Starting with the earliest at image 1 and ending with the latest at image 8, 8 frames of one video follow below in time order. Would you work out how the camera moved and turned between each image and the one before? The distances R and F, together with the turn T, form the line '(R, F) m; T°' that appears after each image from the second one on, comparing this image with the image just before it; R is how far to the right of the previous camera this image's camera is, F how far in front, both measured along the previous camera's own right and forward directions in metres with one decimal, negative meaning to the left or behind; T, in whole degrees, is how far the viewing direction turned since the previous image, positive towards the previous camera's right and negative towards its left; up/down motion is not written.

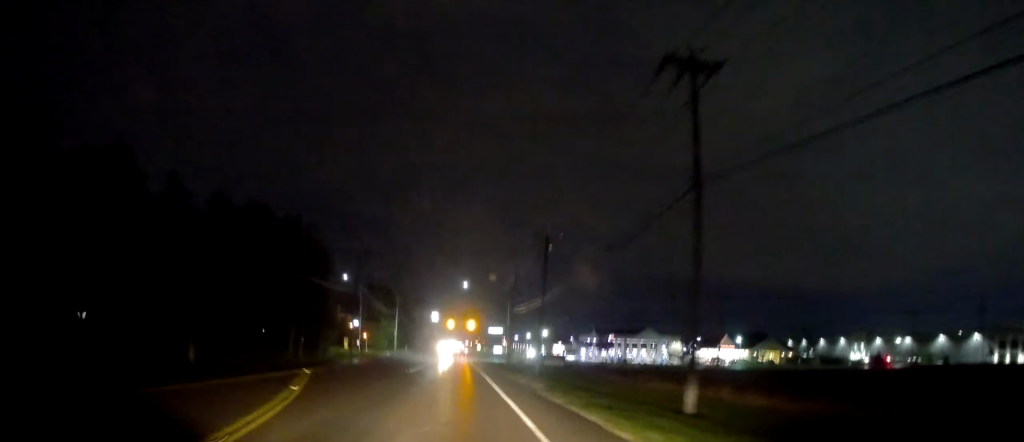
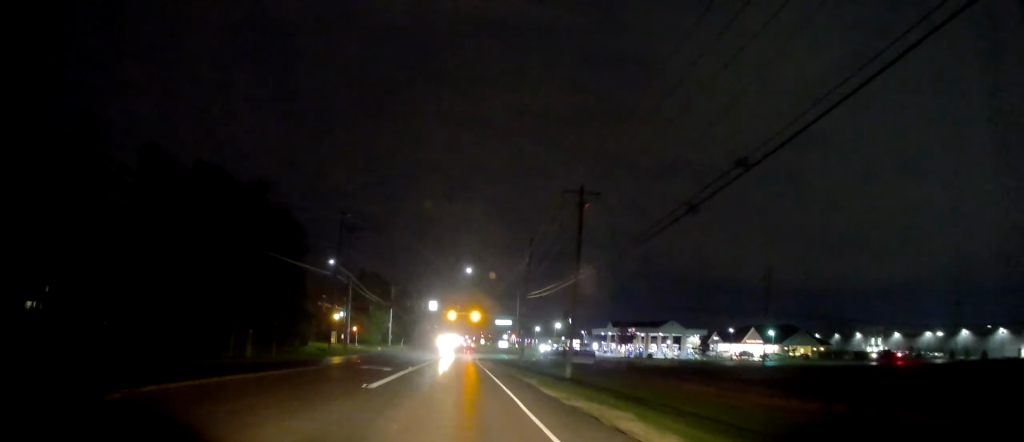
(0.0, +13.9) m; 0°
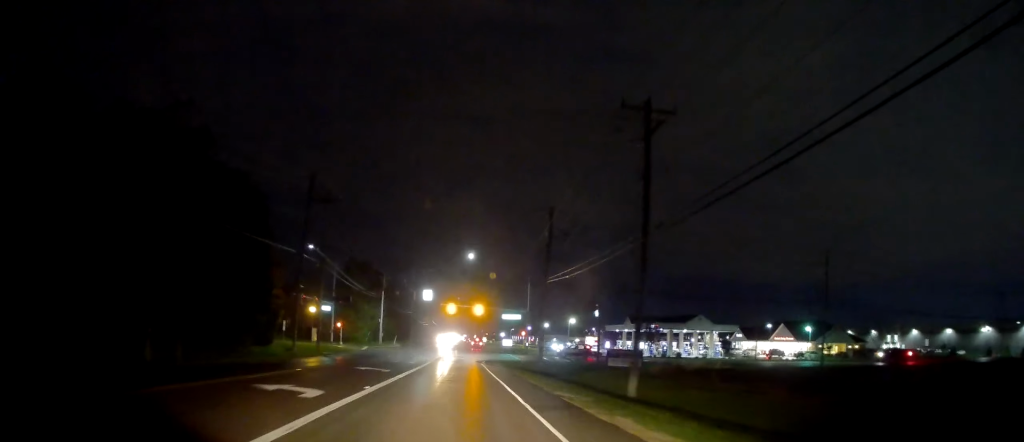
(0.0, +14.5) m; 0°
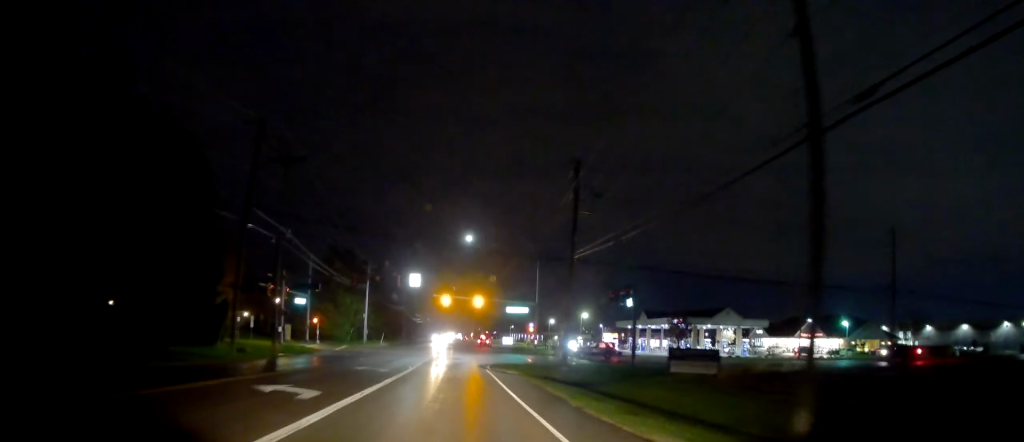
(-0.1, +13.9) m; +1°
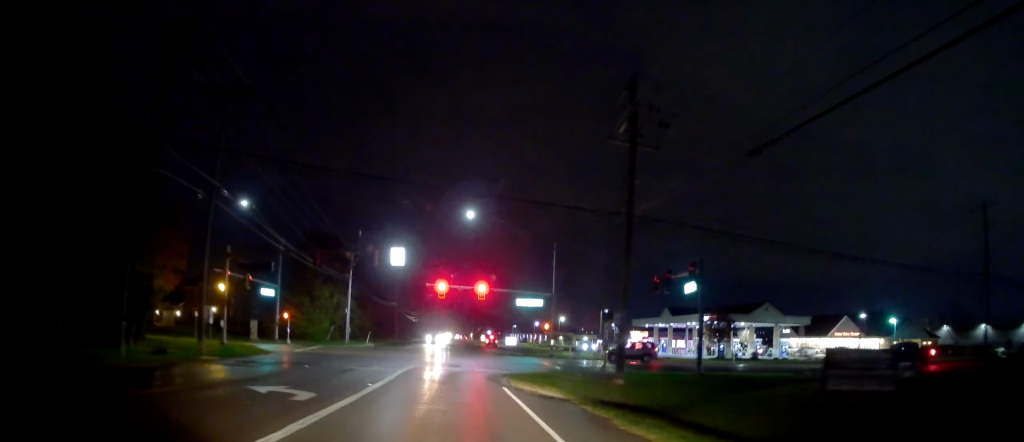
(+0.3, +14.7) m; +1°
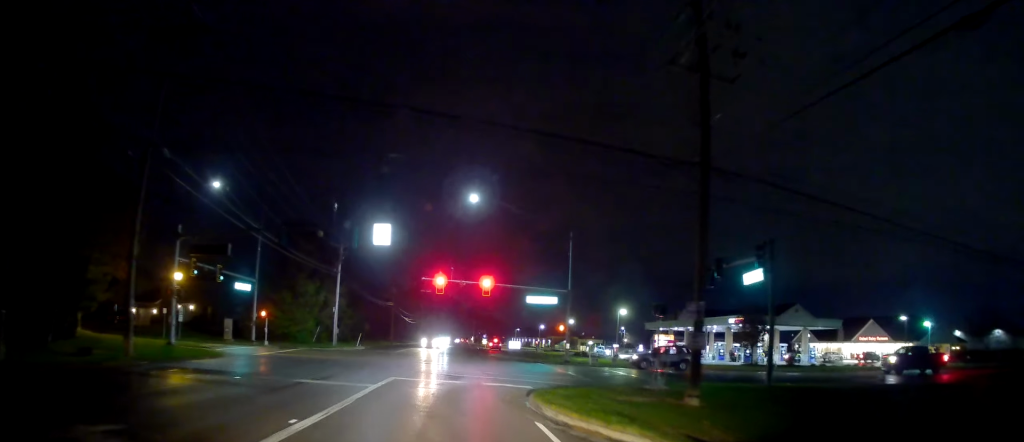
(0.0, +9.1) m; +1°
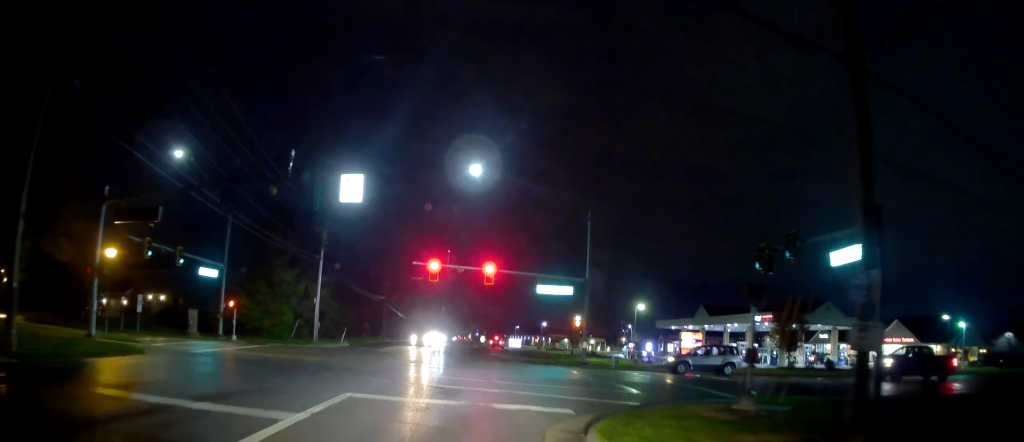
(+0.3, +9.3) m; +3°
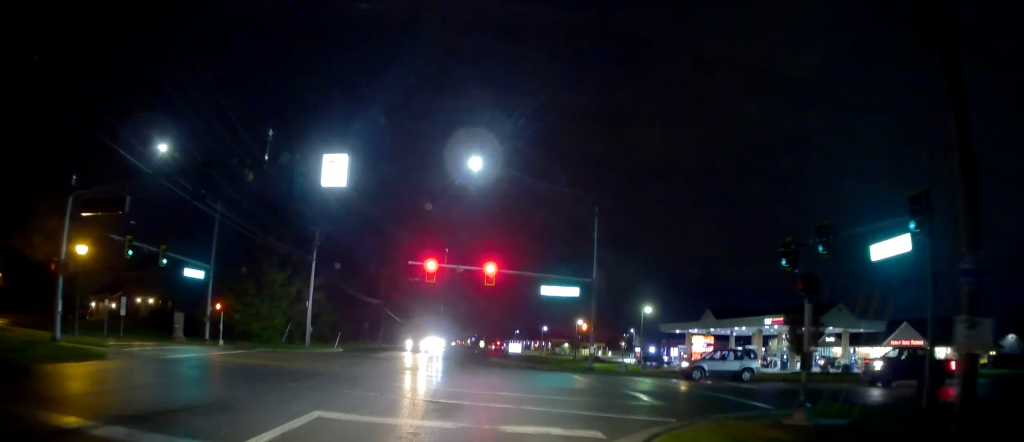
(0.0, +3.2) m; +1°
